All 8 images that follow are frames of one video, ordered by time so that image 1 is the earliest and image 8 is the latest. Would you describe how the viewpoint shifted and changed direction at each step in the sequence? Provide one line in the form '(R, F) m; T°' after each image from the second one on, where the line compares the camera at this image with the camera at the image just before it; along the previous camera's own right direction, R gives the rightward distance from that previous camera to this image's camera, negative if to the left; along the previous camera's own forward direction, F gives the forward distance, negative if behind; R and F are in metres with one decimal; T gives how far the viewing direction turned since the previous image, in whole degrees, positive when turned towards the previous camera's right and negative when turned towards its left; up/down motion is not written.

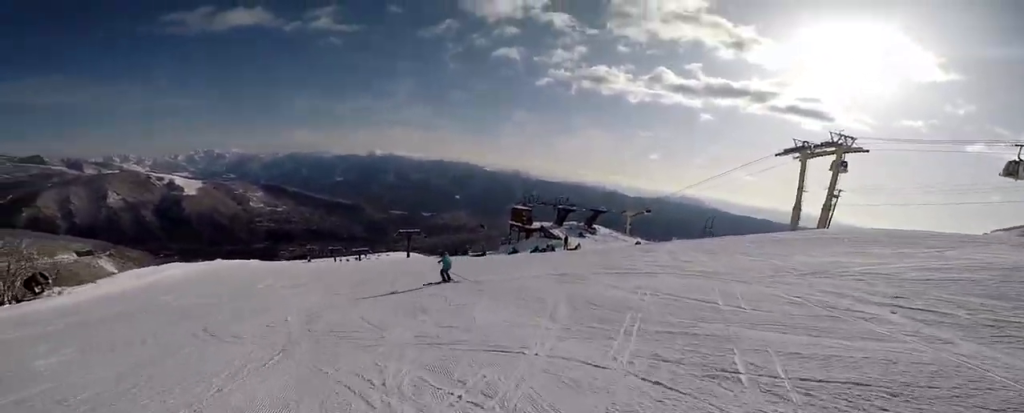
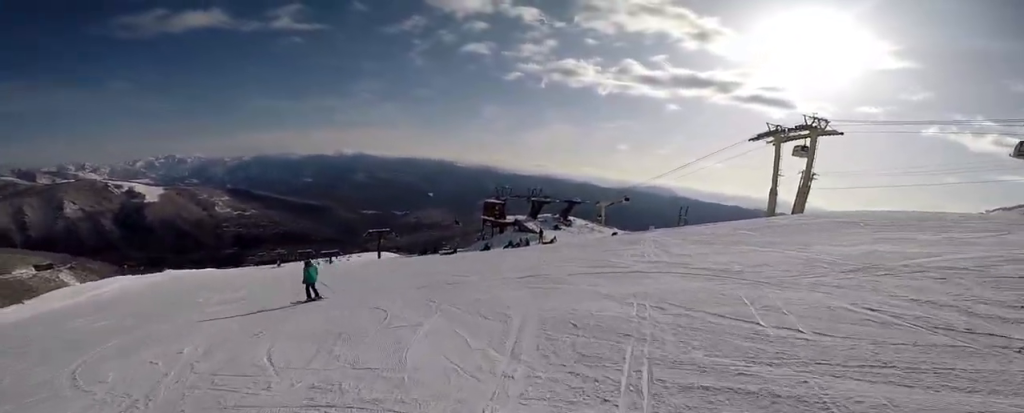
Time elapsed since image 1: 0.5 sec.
(0.0, +2.5) m; +1°
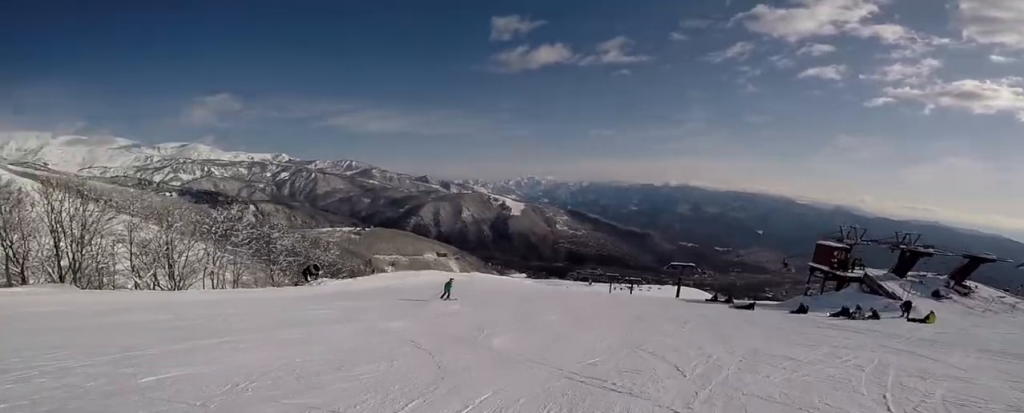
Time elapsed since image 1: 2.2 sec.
(-2.4, +7.3) m; -48°
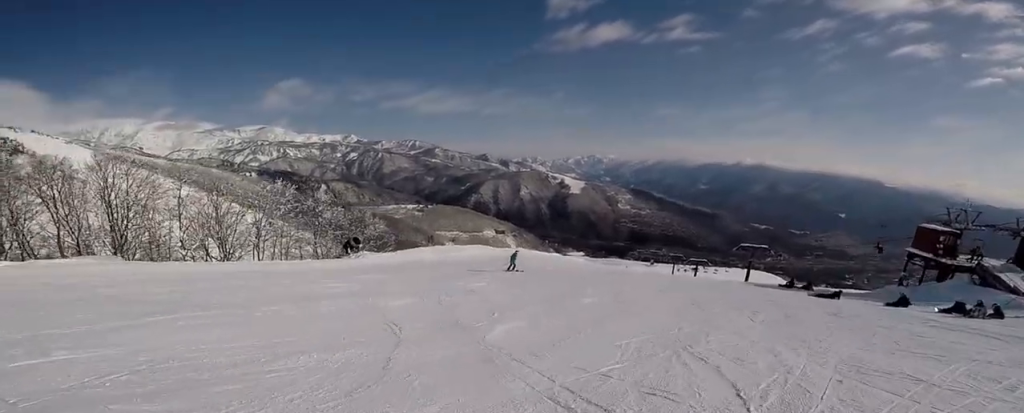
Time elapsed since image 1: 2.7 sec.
(-0.5, +2.6) m; -16°
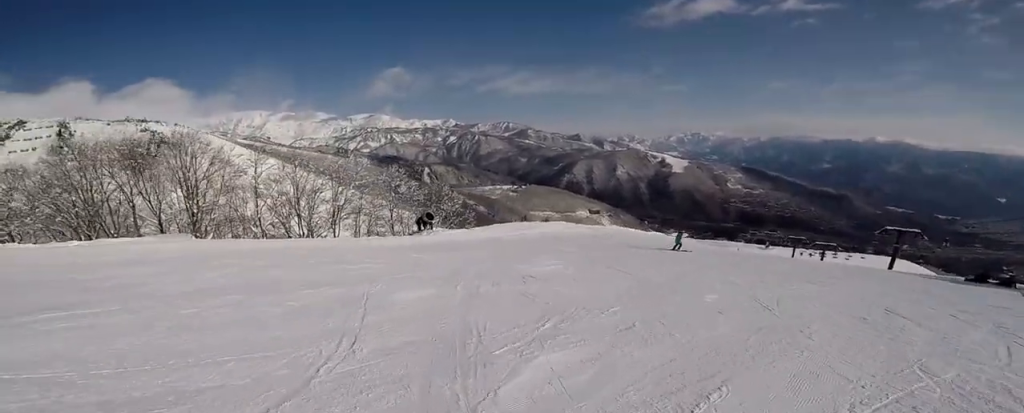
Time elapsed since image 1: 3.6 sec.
(-0.4, +4.8) m; -15°
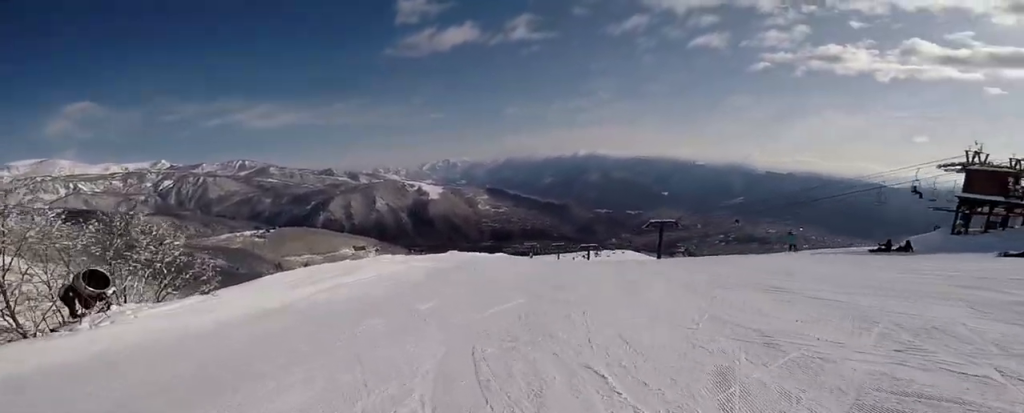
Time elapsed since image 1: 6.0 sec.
(+0.9, +13.3) m; +33°
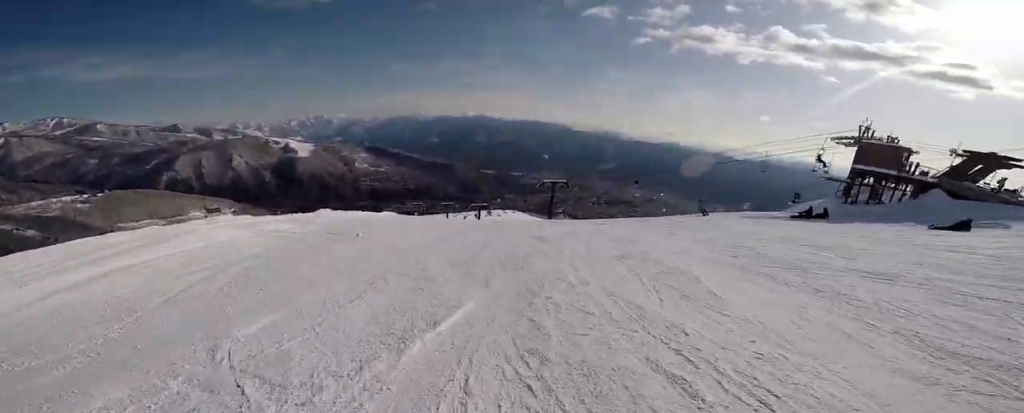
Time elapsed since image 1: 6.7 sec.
(+0.3, +3.8) m; +25°
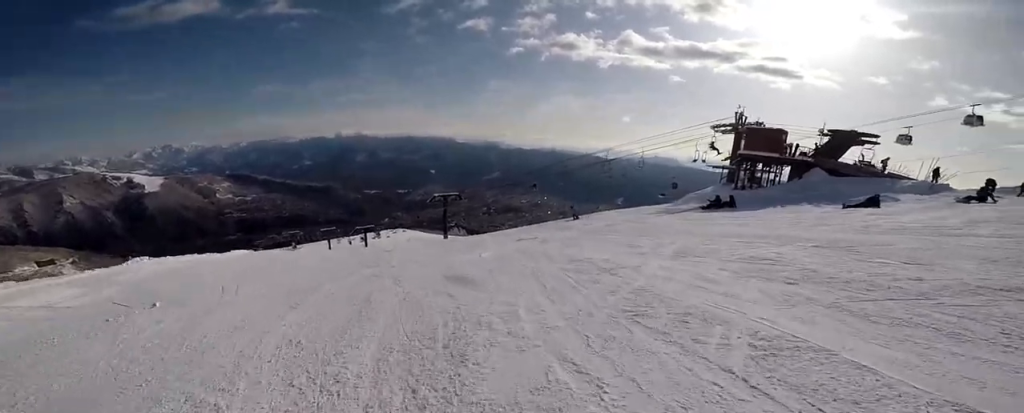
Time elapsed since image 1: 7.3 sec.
(+1.2, +3.2) m; +13°
